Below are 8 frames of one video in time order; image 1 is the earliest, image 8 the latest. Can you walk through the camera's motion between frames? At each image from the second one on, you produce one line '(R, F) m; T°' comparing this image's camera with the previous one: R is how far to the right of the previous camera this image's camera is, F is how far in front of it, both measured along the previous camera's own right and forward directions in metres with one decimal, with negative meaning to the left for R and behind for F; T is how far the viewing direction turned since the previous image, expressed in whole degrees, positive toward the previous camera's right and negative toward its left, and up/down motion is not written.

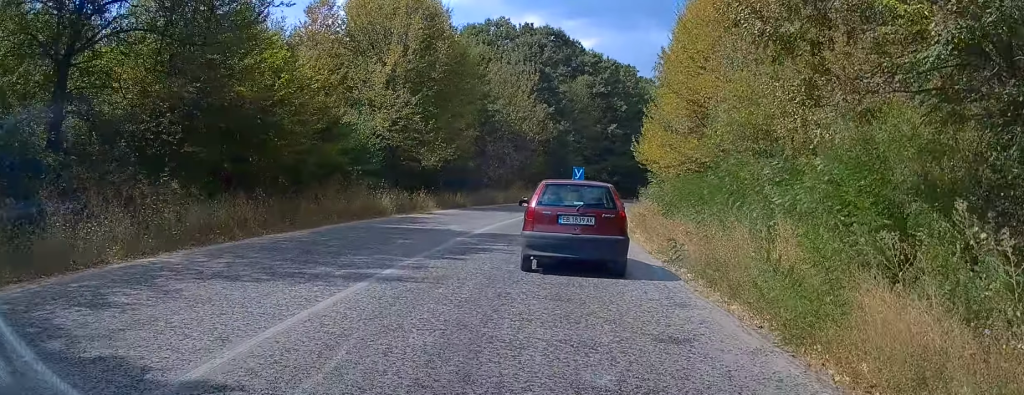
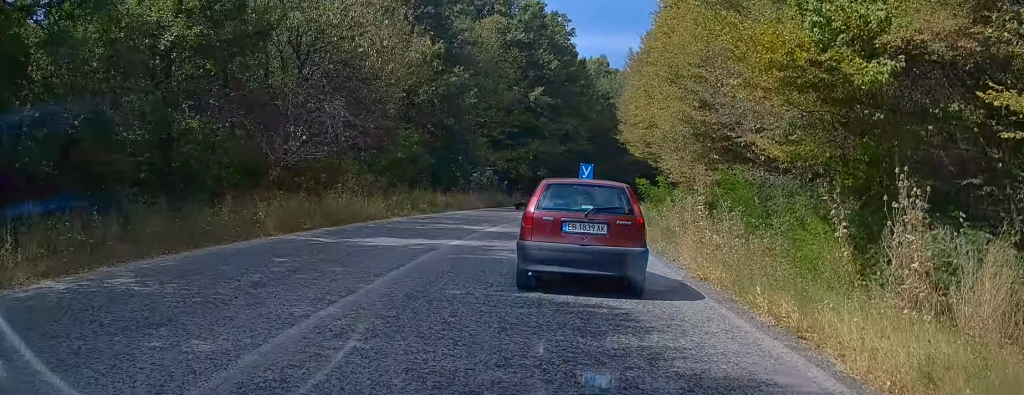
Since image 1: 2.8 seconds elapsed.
(+2.4, +31.4) m; +9°
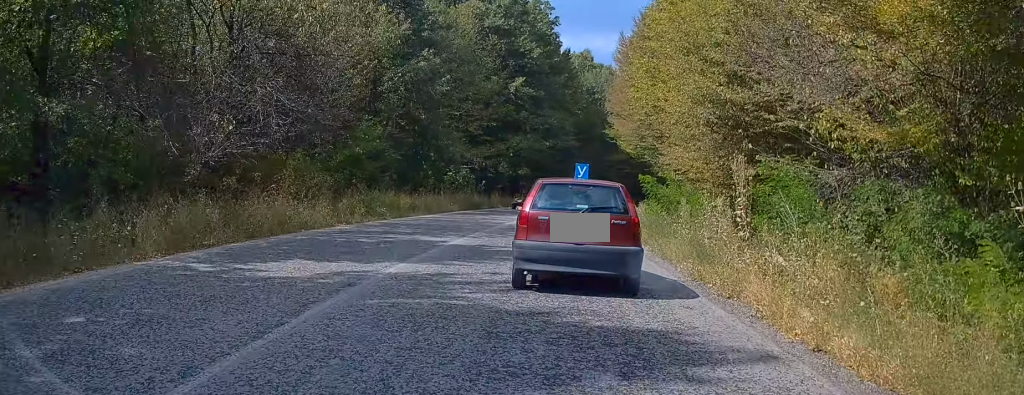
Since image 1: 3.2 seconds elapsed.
(-0.1, +5.1) m; +2°
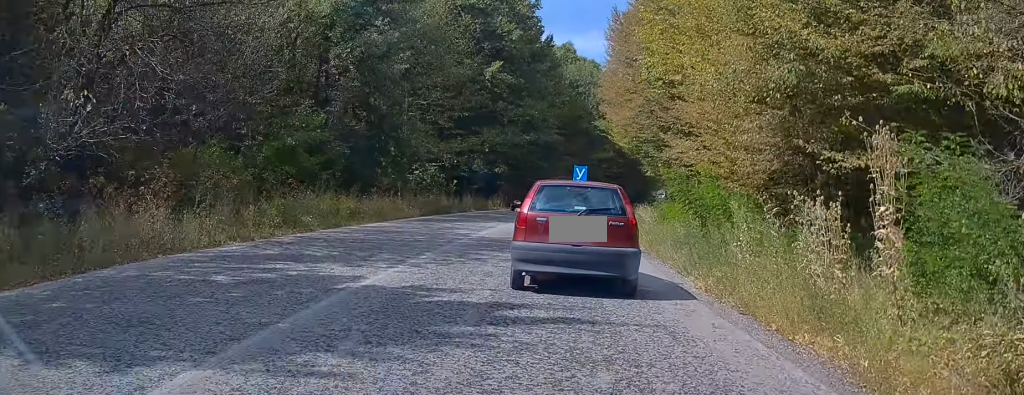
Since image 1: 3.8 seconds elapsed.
(+0.1, +6.4) m; +2°
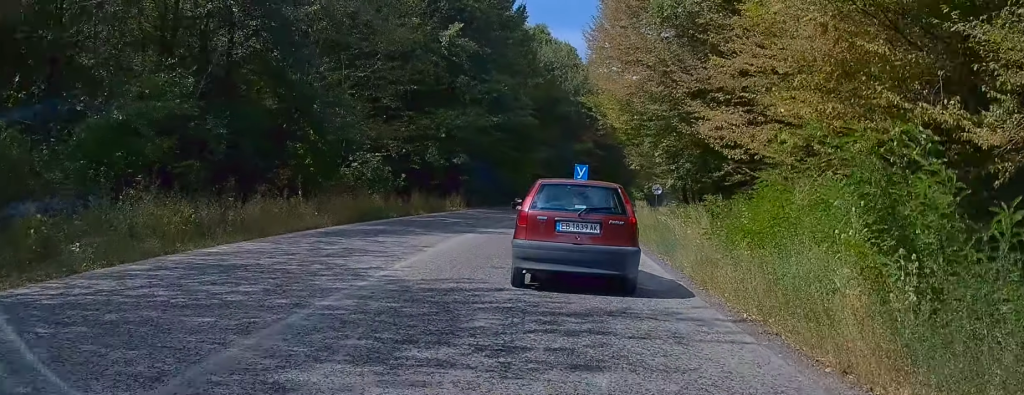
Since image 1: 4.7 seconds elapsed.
(+0.4, +9.2) m; +3°
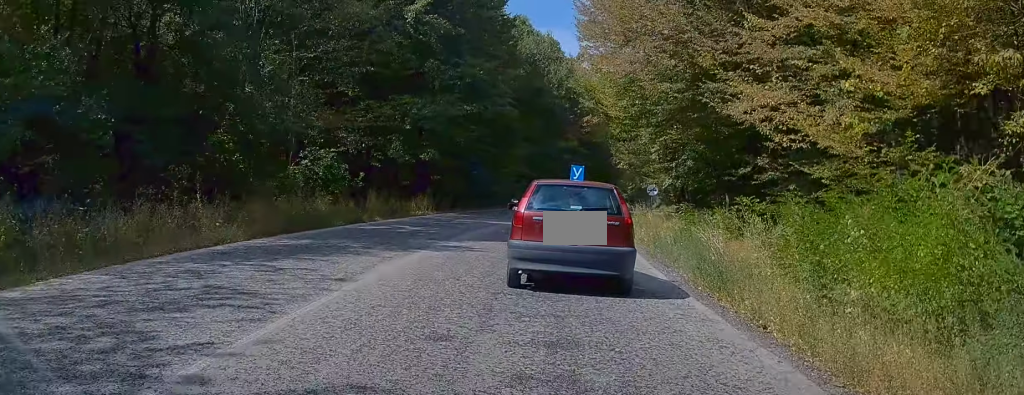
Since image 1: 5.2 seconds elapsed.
(0.0, +5.0) m; 0°
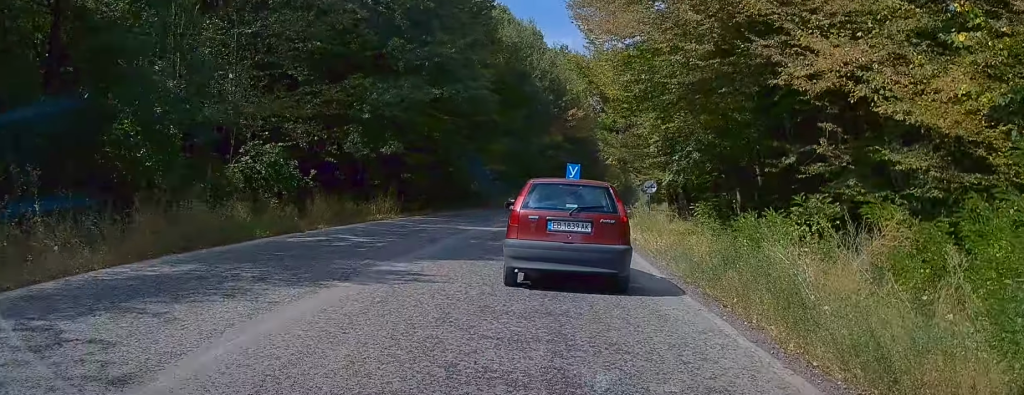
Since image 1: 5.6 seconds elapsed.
(0.0, +4.7) m; 0°
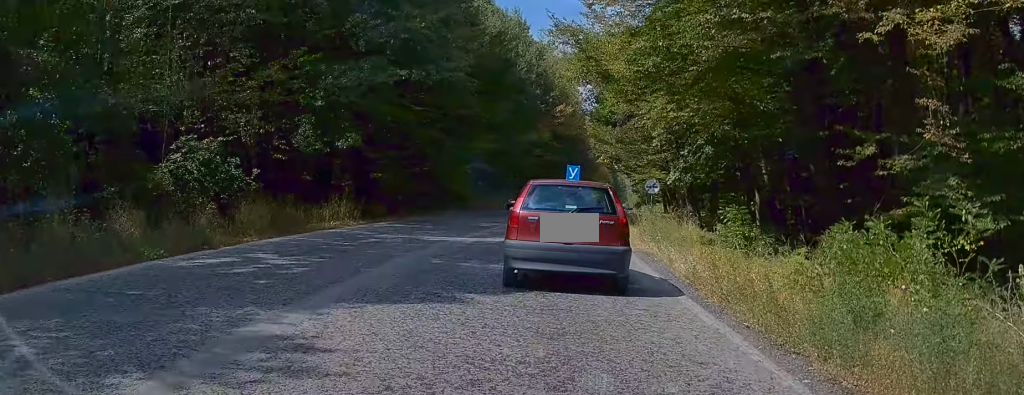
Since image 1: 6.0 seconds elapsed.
(+0.1, +4.4) m; 0°
